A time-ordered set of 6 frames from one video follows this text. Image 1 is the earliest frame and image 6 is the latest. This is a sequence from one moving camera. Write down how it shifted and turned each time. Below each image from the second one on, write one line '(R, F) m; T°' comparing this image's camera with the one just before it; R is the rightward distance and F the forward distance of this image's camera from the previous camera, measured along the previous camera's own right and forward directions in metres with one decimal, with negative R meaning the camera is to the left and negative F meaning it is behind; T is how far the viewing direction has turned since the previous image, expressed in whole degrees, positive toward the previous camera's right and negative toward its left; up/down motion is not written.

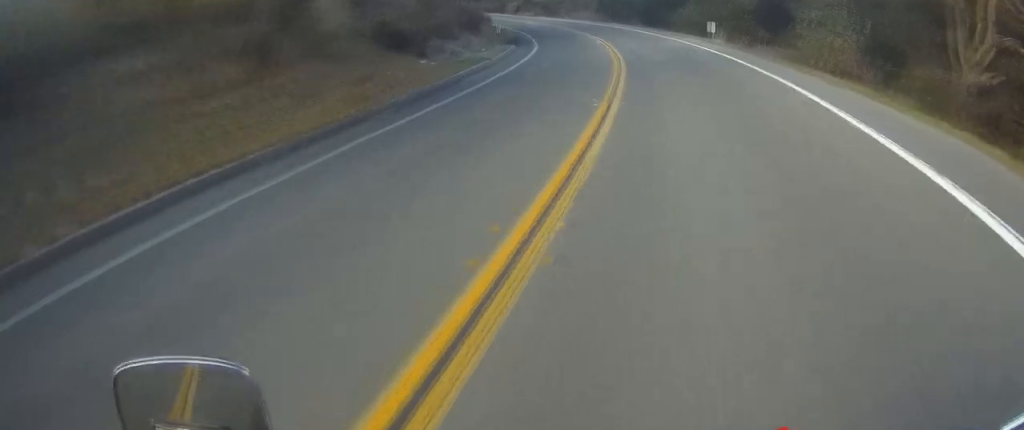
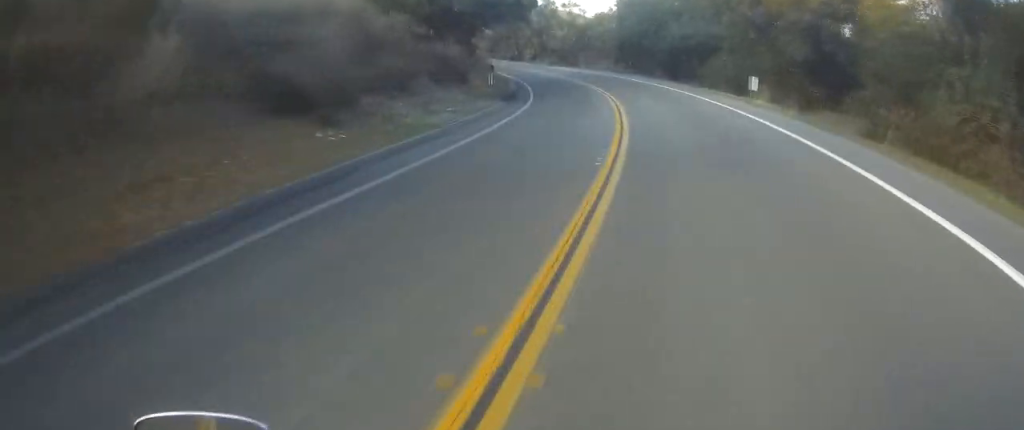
(-0.5, +8.3) m; -2°
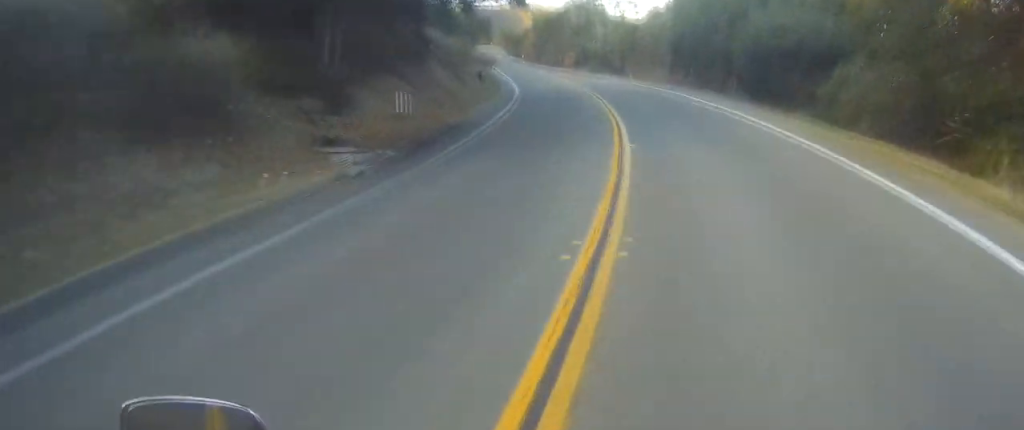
(-0.4, +20.5) m; -1°
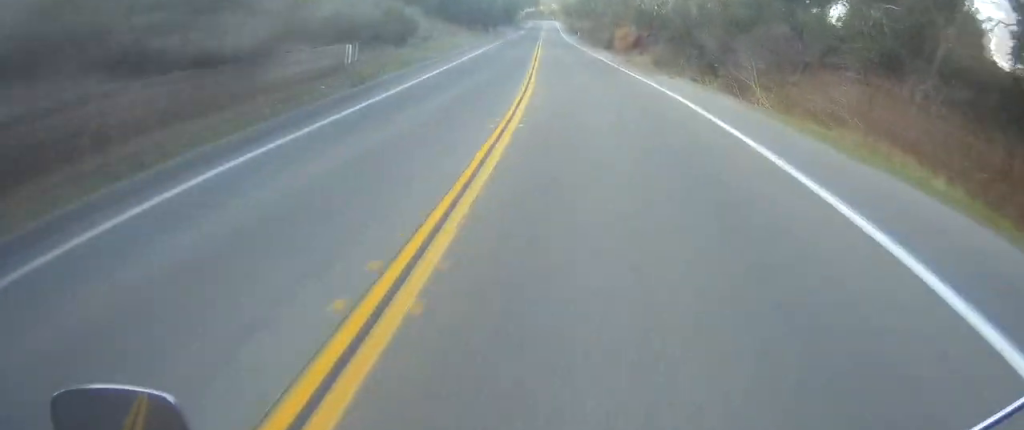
(-2.8, +42.0) m; -13°
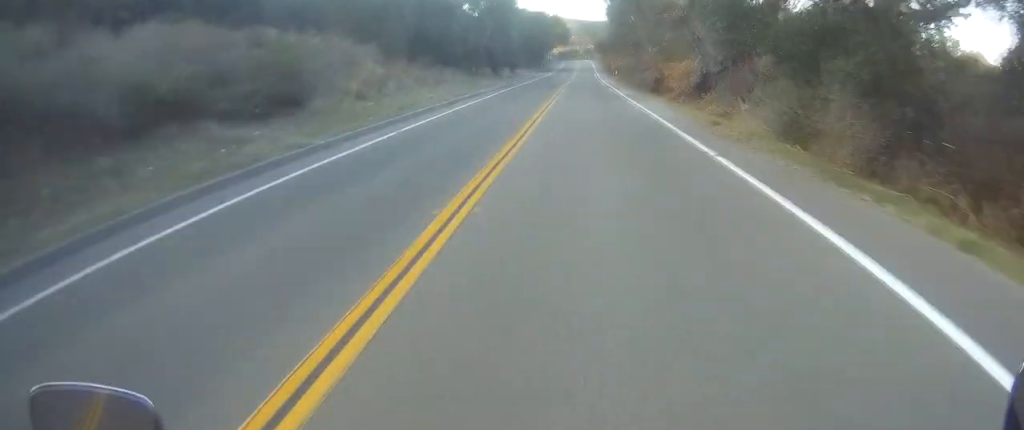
(-1.6, +16.7) m; -7°
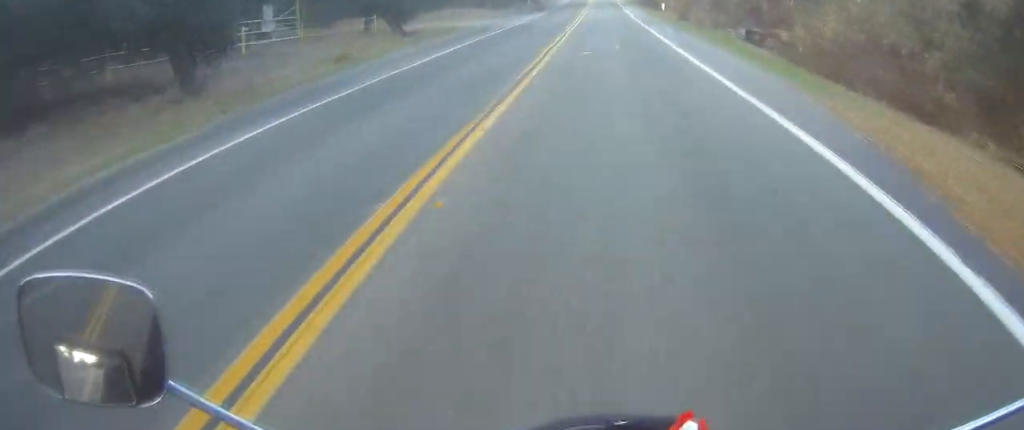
(-1.5, +52.3) m; -2°
